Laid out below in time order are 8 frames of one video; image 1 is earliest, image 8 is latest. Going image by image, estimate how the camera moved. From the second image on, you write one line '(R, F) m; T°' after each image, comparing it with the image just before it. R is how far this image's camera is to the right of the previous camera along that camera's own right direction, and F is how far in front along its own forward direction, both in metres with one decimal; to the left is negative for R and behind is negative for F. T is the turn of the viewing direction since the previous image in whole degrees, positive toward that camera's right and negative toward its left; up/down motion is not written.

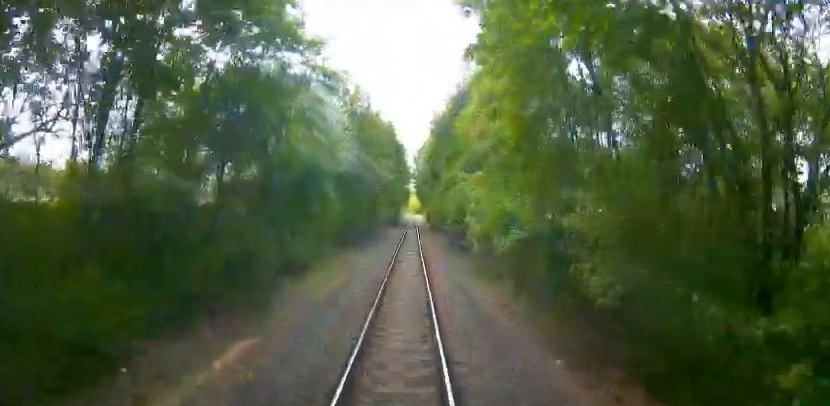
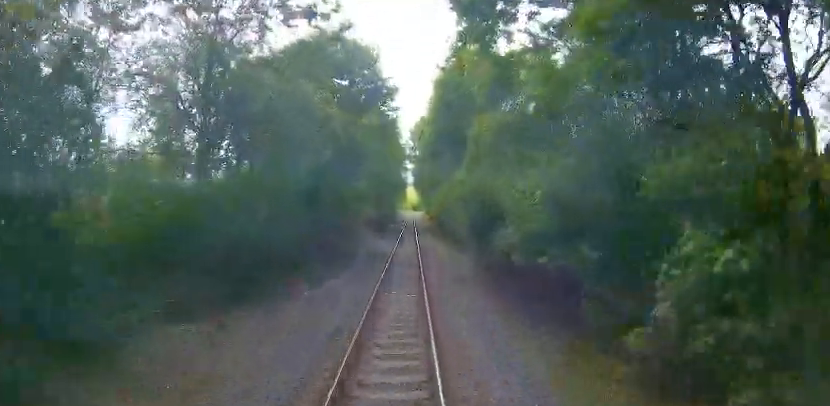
(+0.2, +19.4) m; +1°
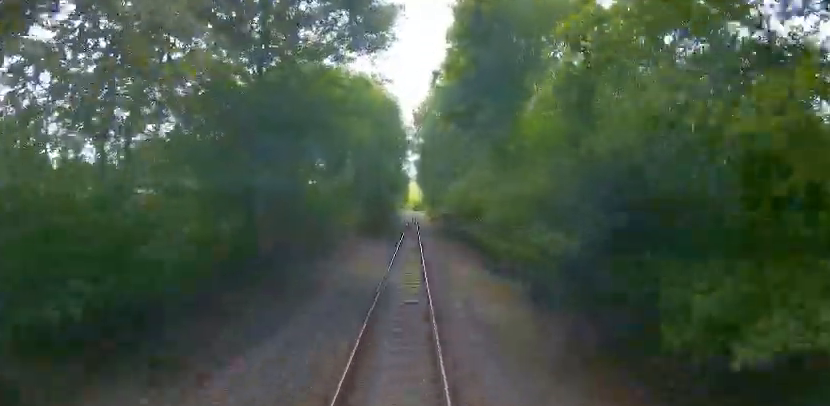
(0.0, +9.7) m; 0°
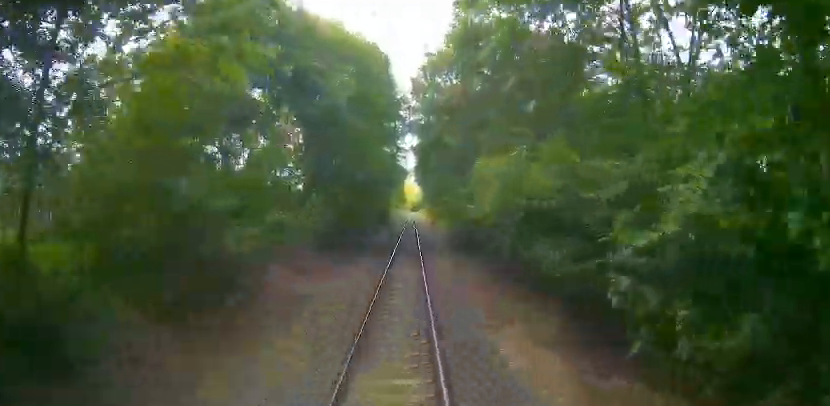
(0.0, +11.0) m; 0°
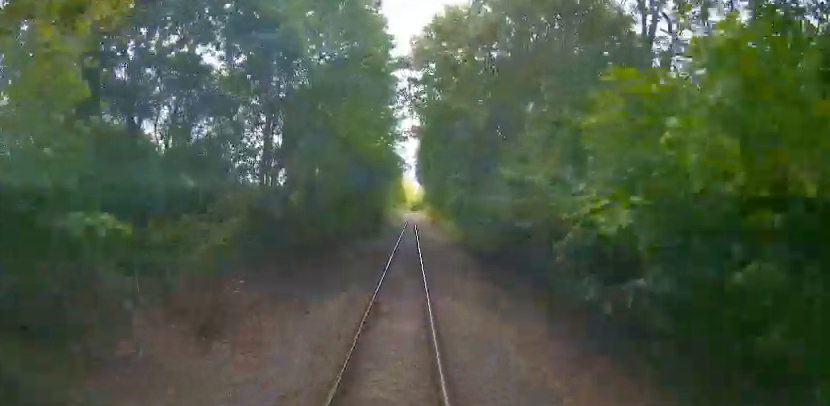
(0.0, +6.9) m; 0°
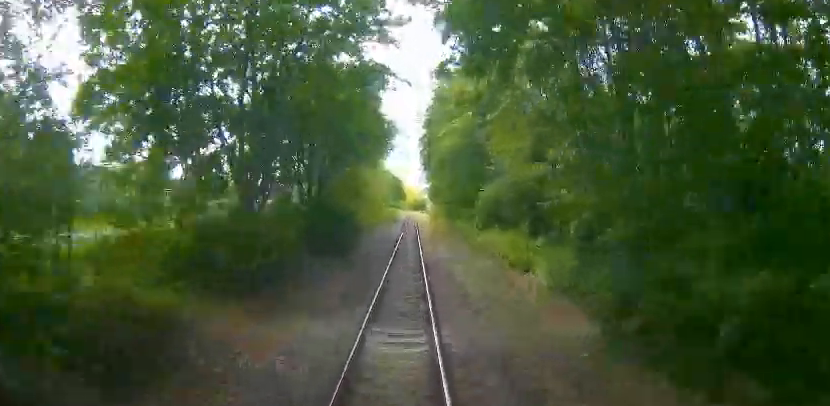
(-0.3, +22.7) m; -1°
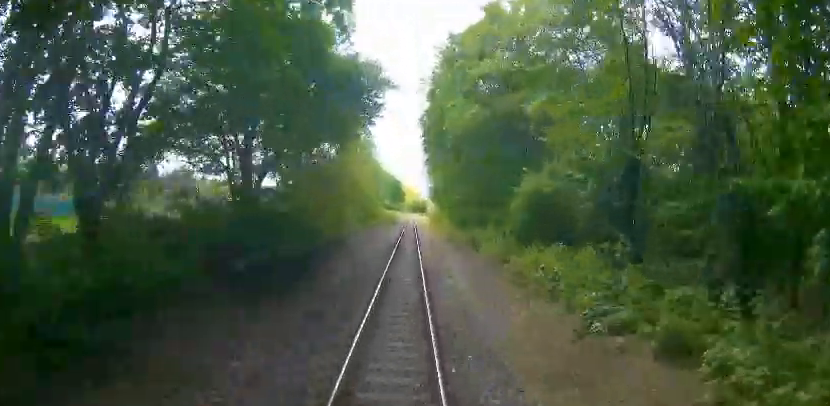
(0.0, +9.3) m; 0°
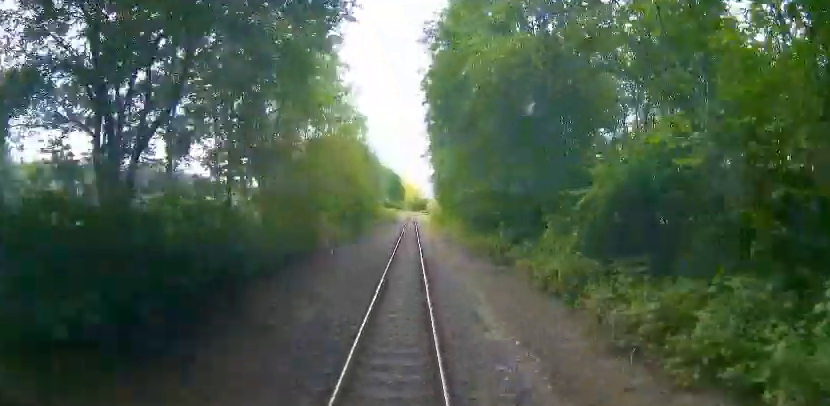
(0.0, +7.1) m; 0°
